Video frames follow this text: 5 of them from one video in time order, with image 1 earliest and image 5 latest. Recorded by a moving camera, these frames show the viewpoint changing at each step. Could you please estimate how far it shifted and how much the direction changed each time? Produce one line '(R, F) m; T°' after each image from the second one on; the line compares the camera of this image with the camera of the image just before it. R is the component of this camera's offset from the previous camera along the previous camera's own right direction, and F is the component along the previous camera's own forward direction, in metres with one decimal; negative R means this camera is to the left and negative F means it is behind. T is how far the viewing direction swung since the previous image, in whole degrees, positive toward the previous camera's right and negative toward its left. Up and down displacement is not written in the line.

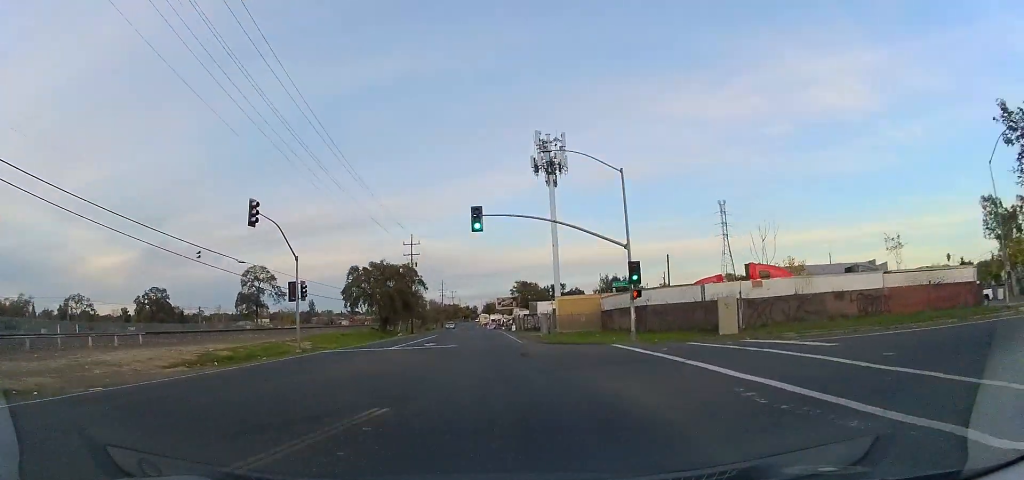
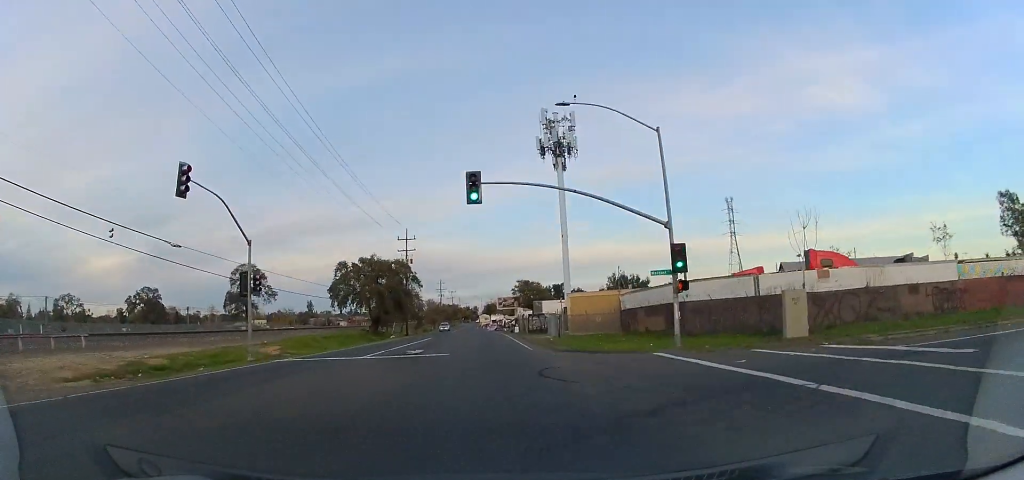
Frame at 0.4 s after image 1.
(0.0, +6.7) m; +1°
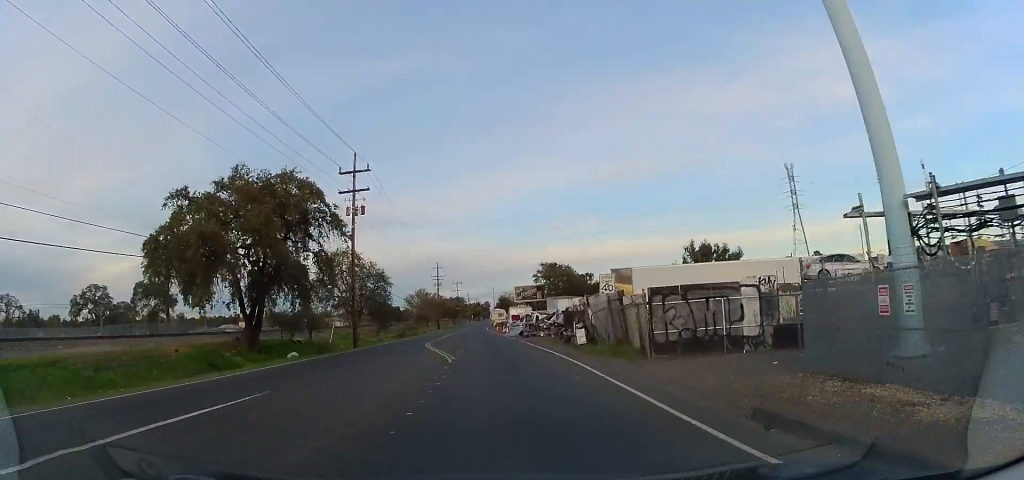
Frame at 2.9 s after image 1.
(+1.2, +40.6) m; +6°
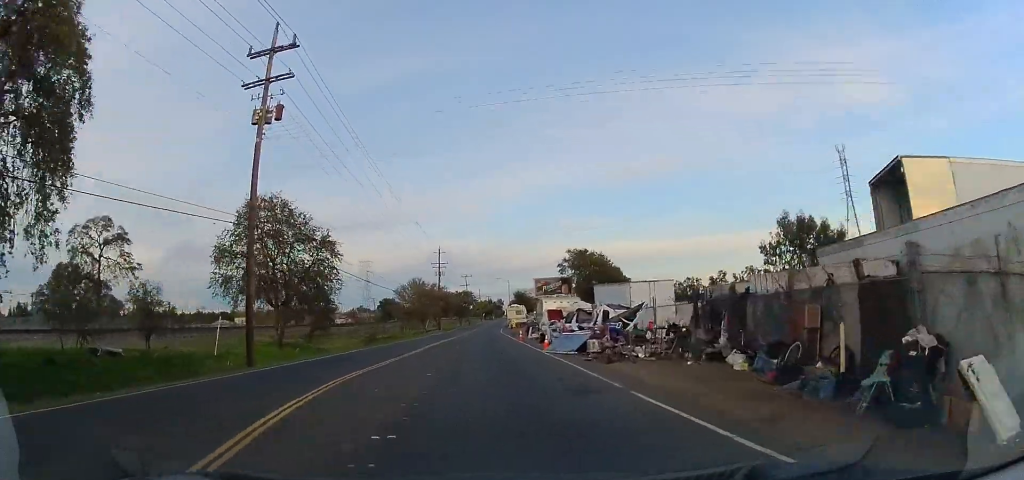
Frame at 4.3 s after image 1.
(+0.4, +23.3) m; -1°
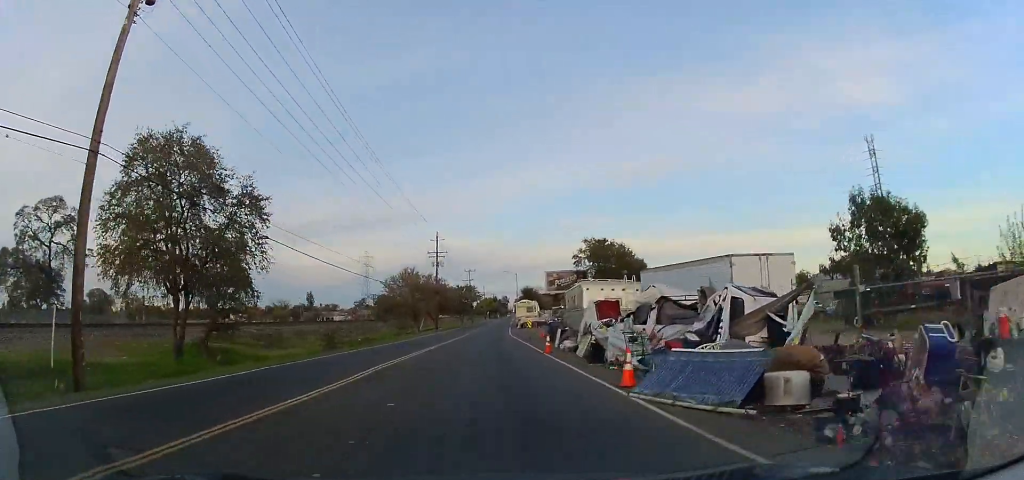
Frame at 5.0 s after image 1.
(-0.2, +12.3) m; -3°
